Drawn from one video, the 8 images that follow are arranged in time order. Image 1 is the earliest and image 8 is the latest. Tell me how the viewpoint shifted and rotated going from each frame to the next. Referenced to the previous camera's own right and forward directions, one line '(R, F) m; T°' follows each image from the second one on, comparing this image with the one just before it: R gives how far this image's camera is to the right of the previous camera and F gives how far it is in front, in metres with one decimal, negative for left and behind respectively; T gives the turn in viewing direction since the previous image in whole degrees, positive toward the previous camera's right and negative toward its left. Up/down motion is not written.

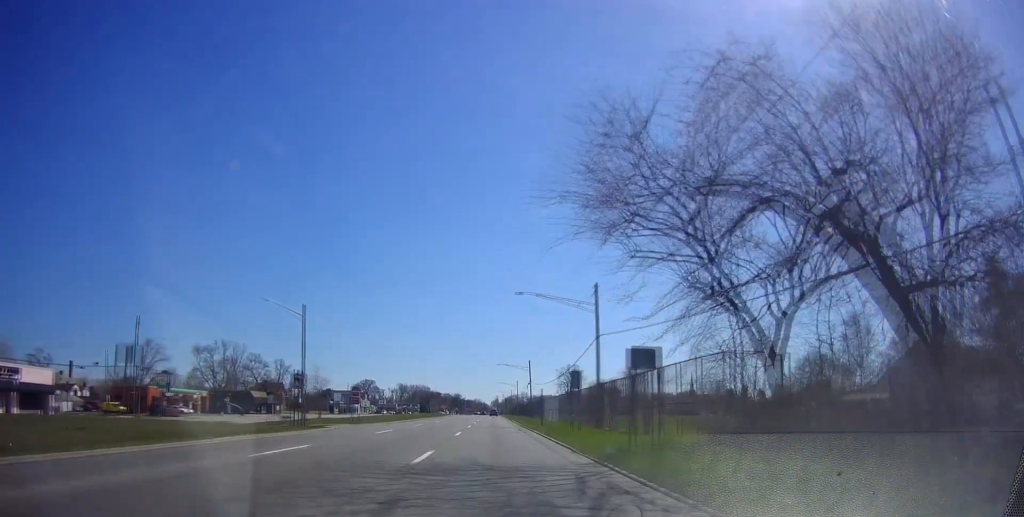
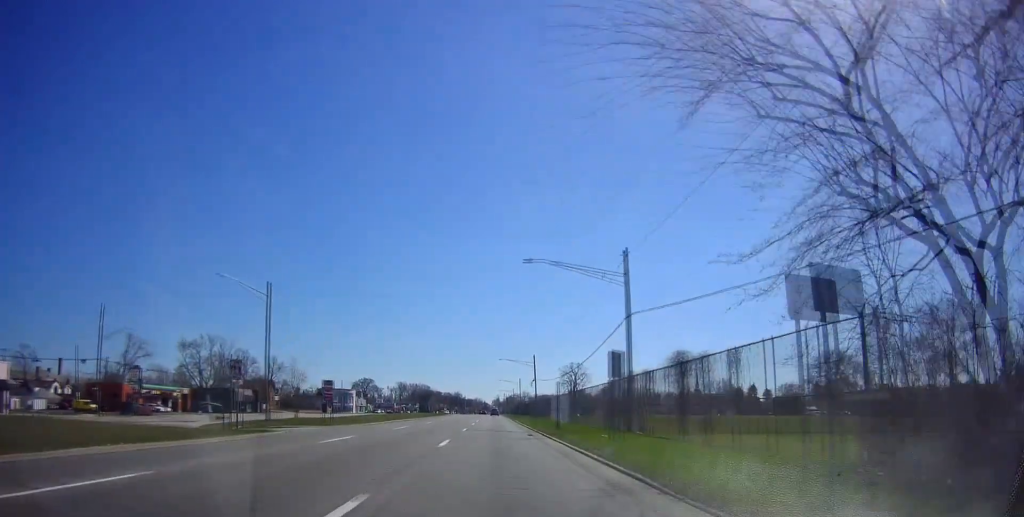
(0.0, +9.5) m; -1°
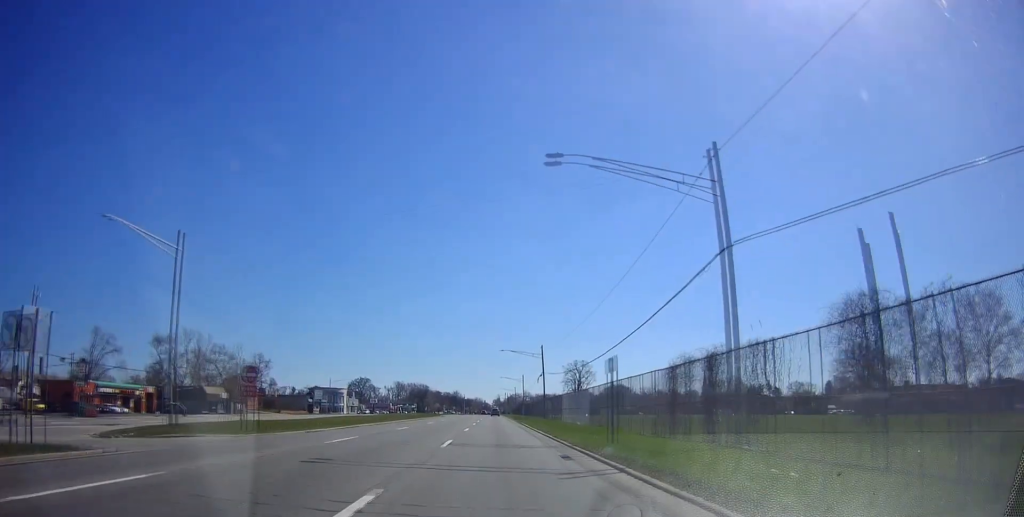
(0.0, +14.8) m; -1°
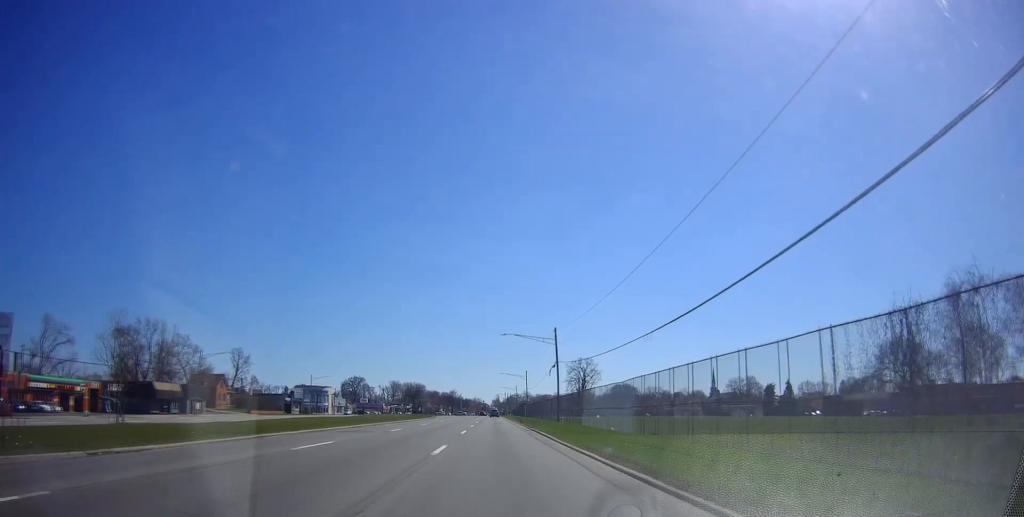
(-0.3, +18.4) m; 0°
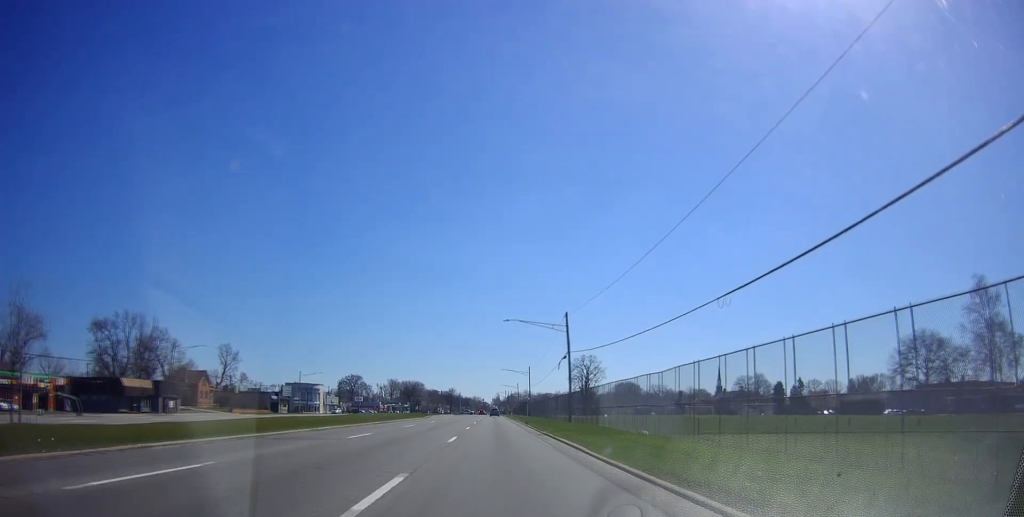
(+0.2, +9.7) m; +1°
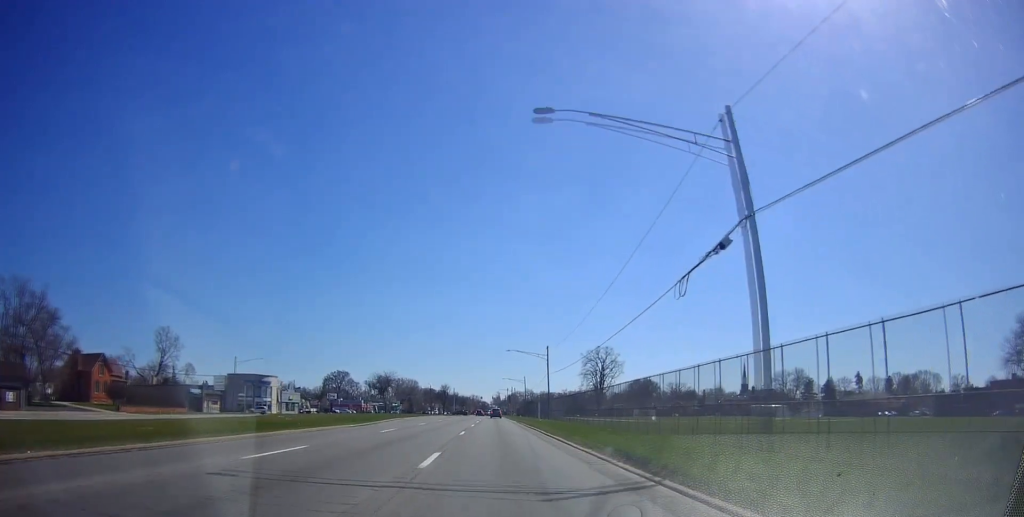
(+0.3, +40.0) m; 0°
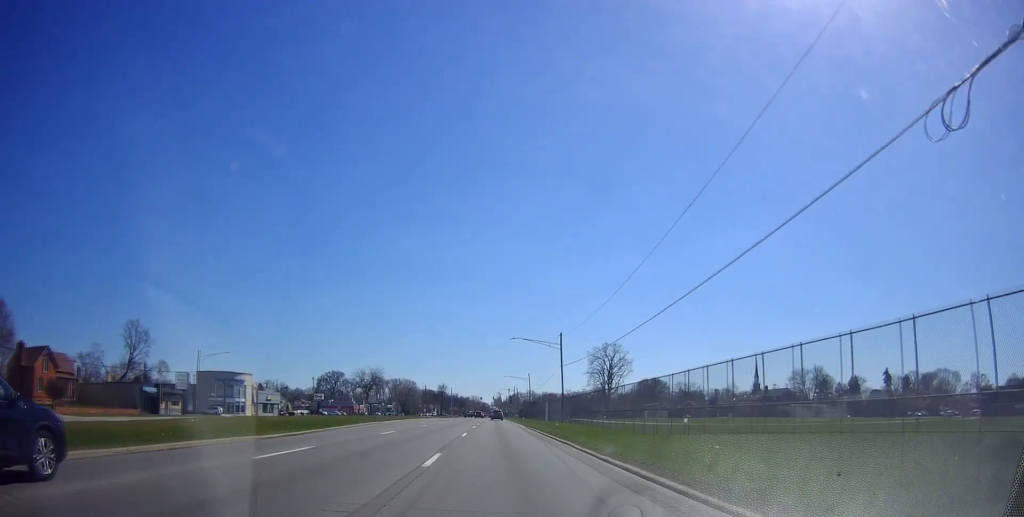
(0.0, +15.4) m; 0°
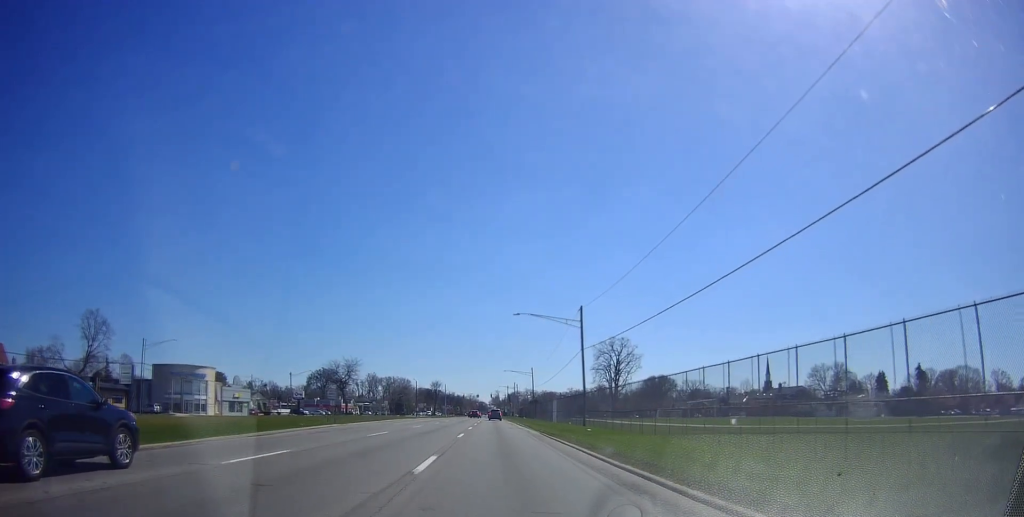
(0.0, +16.8) m; 0°
